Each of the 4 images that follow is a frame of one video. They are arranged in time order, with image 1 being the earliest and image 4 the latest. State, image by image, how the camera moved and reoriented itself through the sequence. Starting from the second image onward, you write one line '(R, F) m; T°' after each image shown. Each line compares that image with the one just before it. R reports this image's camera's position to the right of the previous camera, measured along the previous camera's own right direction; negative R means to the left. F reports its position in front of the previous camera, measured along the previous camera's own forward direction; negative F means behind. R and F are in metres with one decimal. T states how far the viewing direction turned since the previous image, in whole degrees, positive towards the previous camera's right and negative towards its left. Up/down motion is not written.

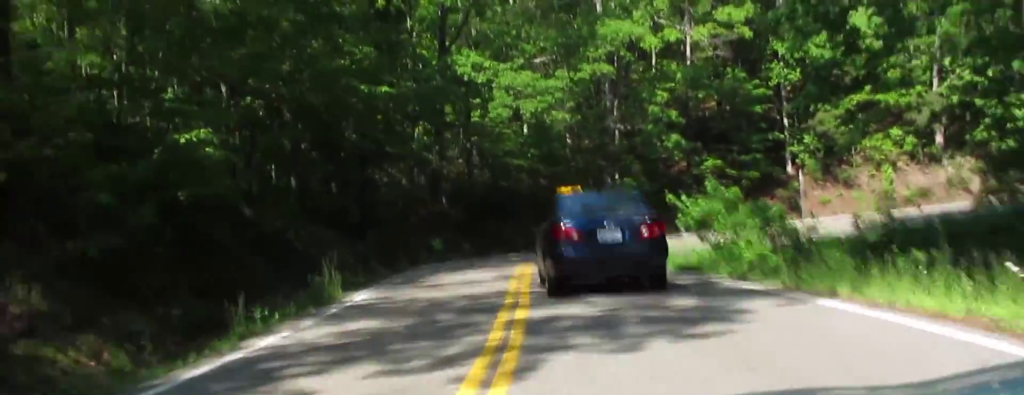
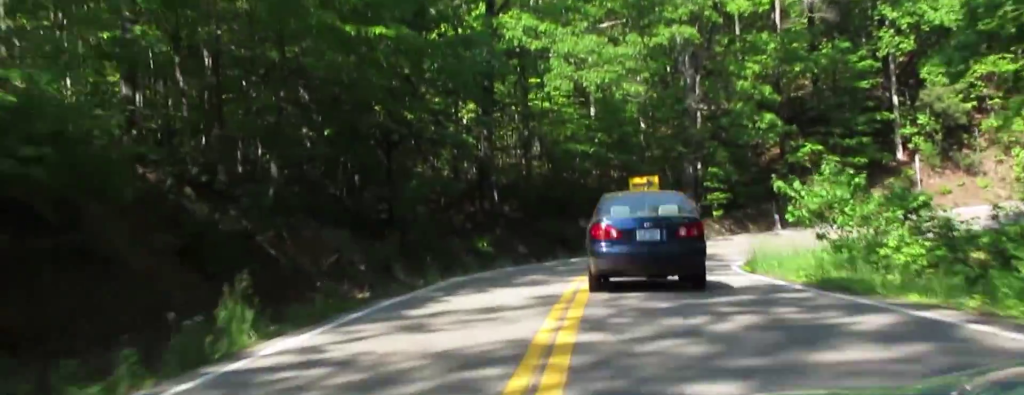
(-2.0, +8.5) m; -4°
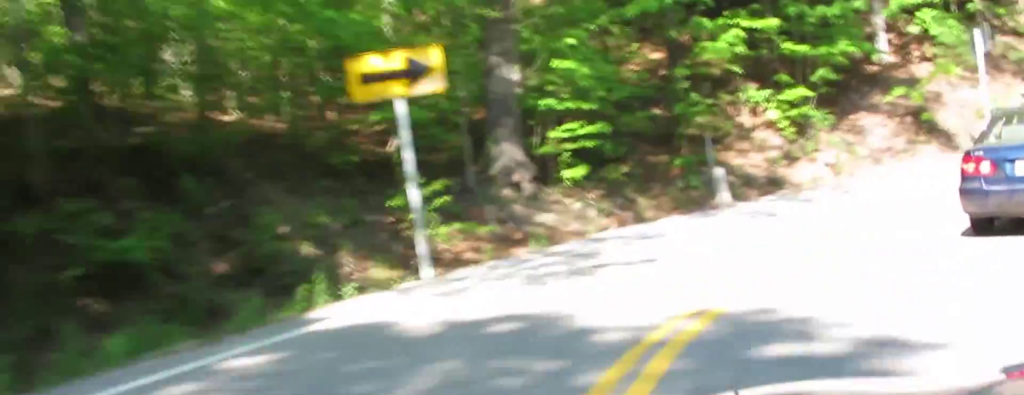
(+4.1, +30.8) m; +9°
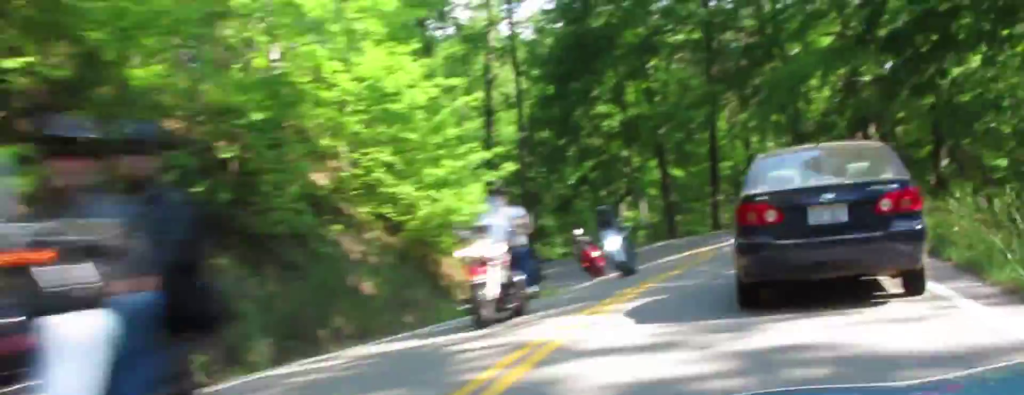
(+14.6, +28.6) m; +69°
